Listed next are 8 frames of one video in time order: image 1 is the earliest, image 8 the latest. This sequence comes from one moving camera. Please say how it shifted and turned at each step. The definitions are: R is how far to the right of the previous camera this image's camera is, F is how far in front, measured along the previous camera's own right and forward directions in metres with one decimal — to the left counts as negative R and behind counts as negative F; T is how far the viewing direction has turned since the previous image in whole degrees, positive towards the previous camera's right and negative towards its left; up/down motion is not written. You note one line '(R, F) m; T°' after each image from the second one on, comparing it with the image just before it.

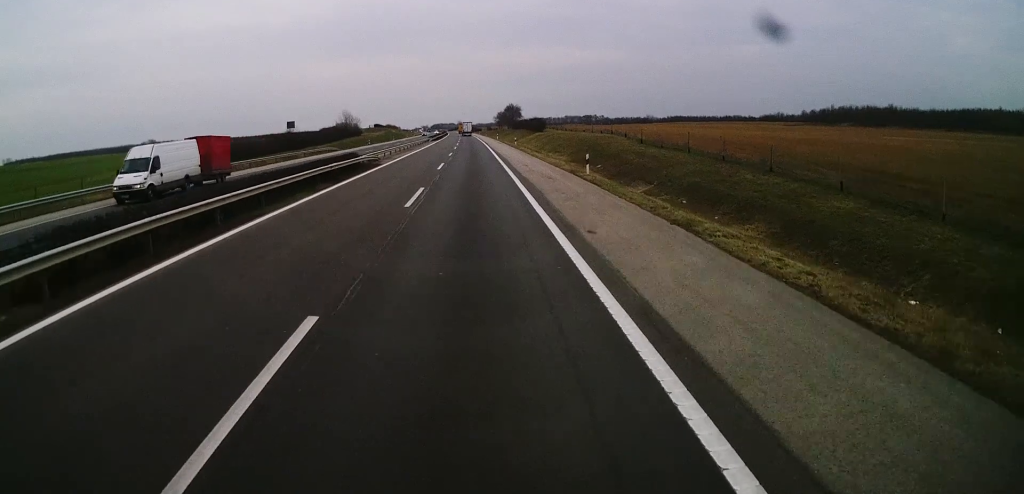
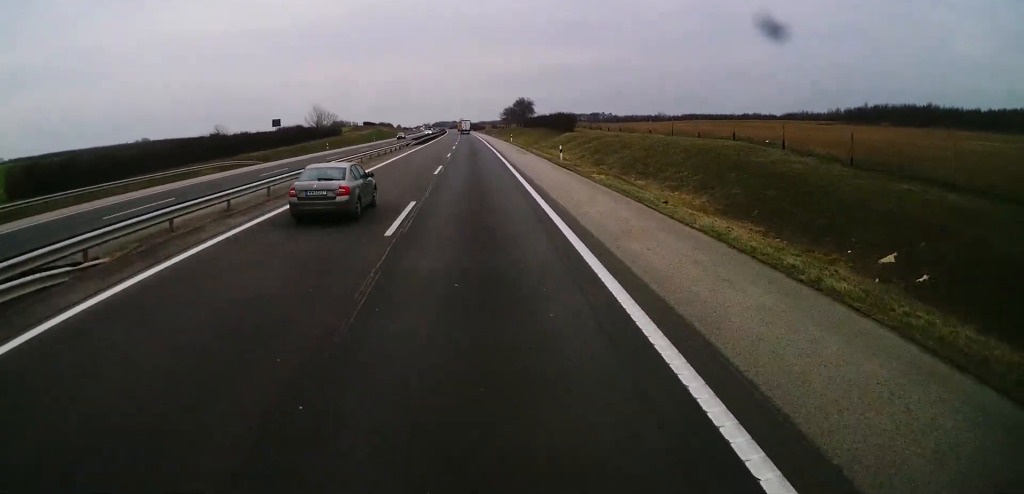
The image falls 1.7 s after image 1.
(-0.1, +39.9) m; 0°
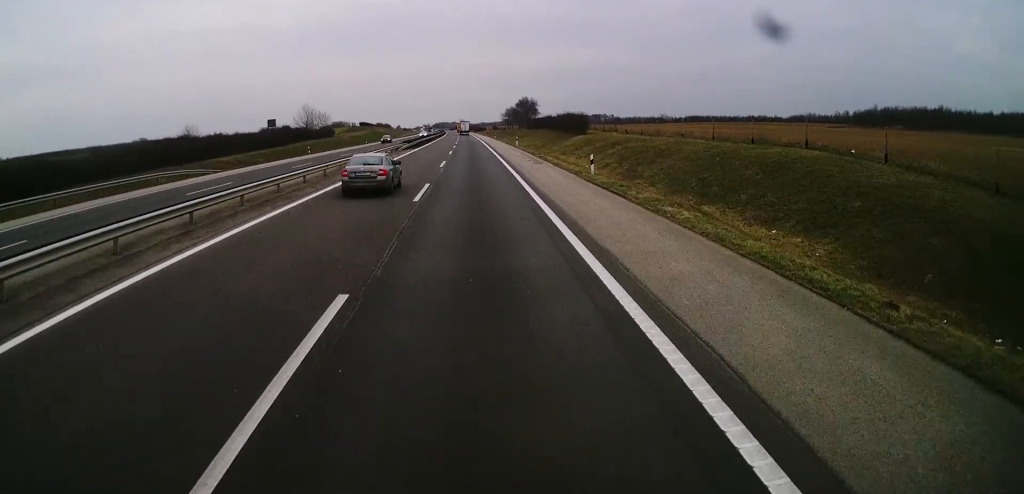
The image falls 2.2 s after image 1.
(0.0, +10.7) m; 0°
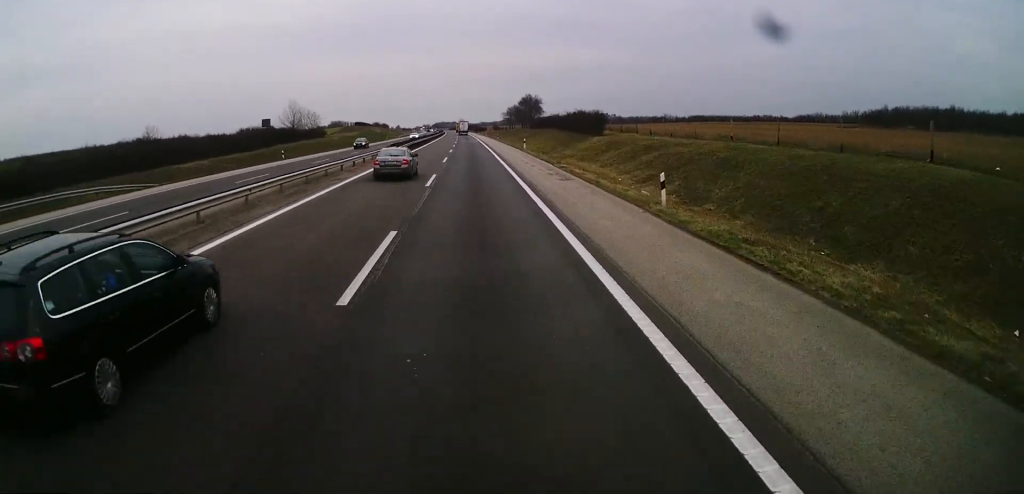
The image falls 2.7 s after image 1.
(-0.1, +11.5) m; 0°
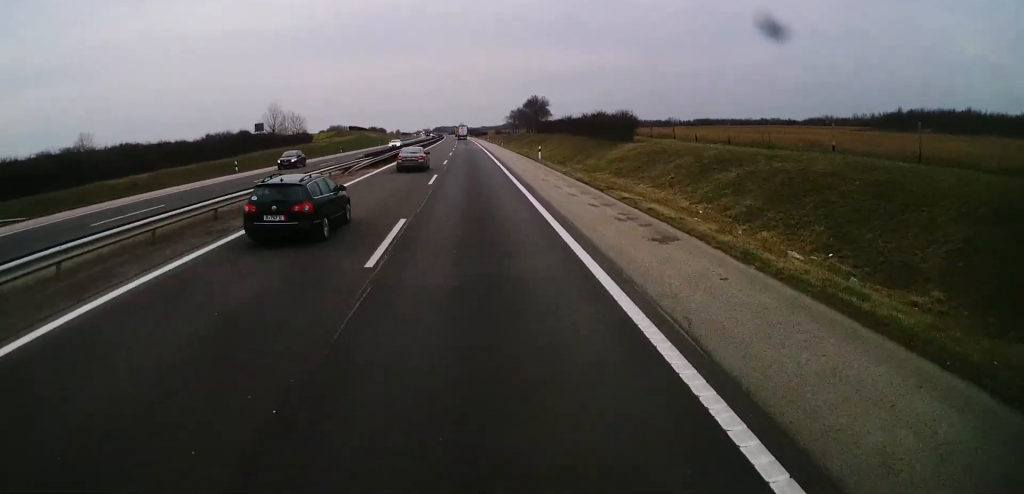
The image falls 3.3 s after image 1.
(-0.1, +14.6) m; 0°
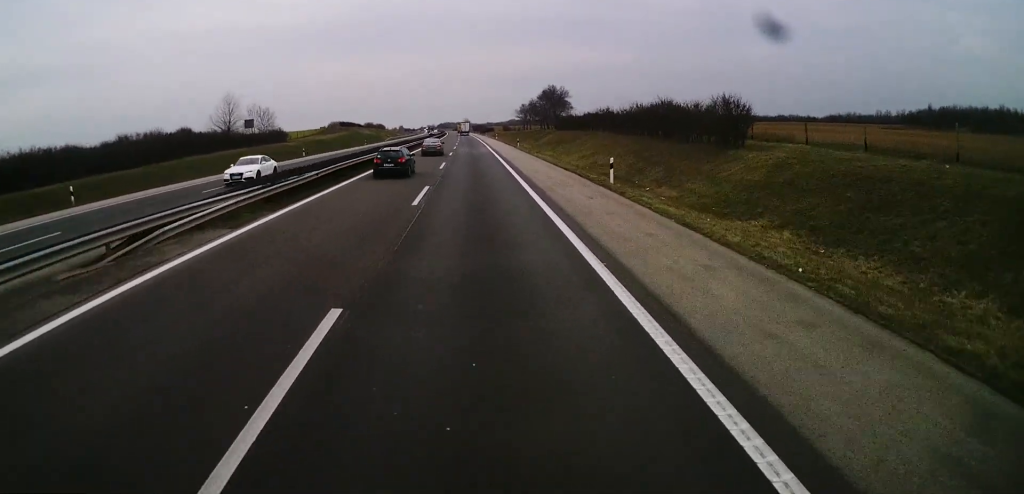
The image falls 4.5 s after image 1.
(+0.1, +26.3) m; 0°
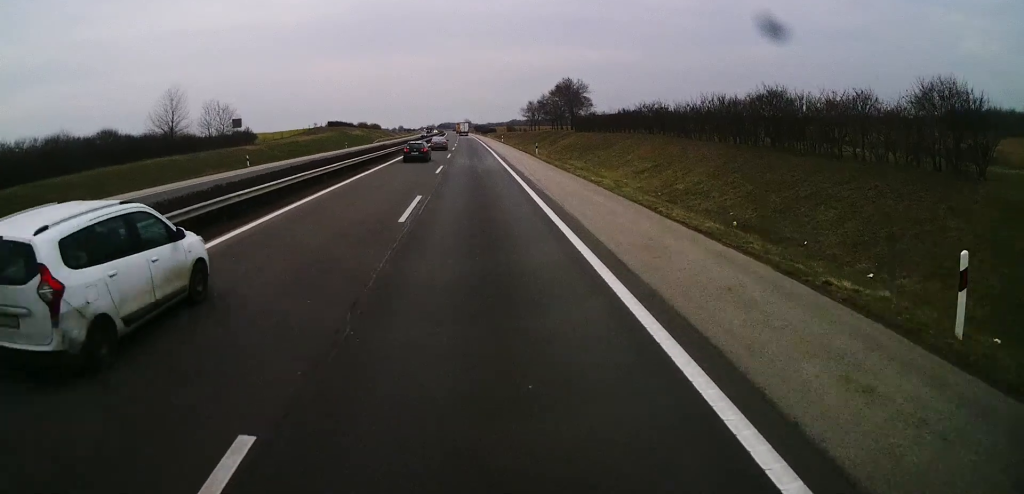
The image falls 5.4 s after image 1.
(0.0, +20.9) m; 0°
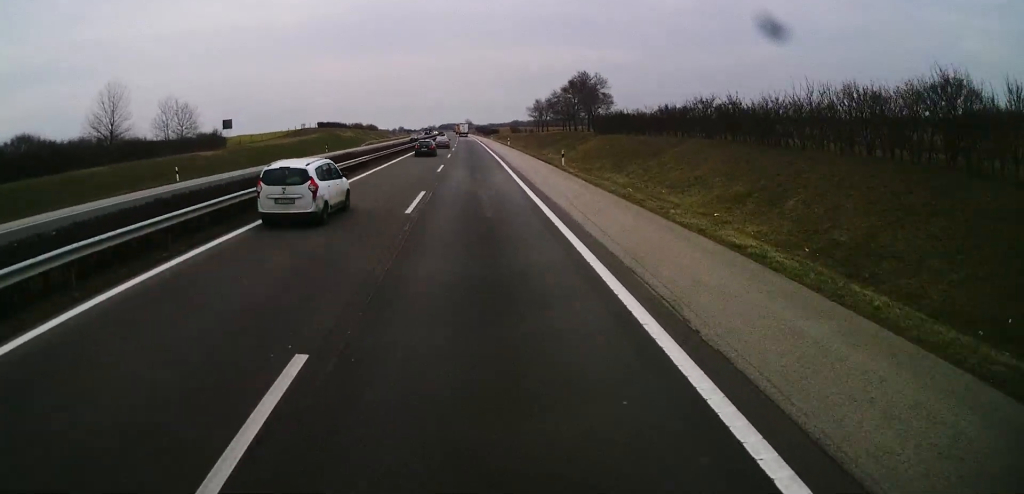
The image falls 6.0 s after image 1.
(-0.1, +15.4) m; 0°
